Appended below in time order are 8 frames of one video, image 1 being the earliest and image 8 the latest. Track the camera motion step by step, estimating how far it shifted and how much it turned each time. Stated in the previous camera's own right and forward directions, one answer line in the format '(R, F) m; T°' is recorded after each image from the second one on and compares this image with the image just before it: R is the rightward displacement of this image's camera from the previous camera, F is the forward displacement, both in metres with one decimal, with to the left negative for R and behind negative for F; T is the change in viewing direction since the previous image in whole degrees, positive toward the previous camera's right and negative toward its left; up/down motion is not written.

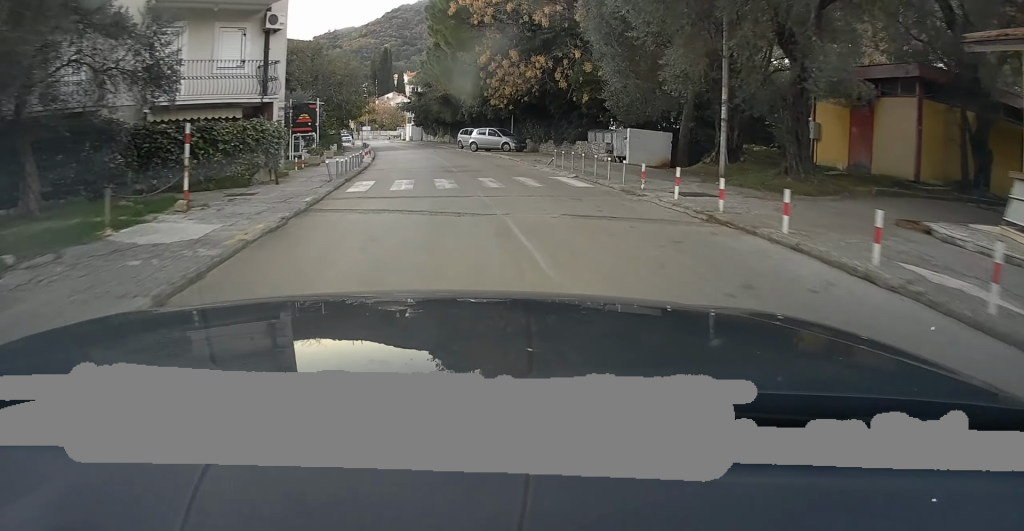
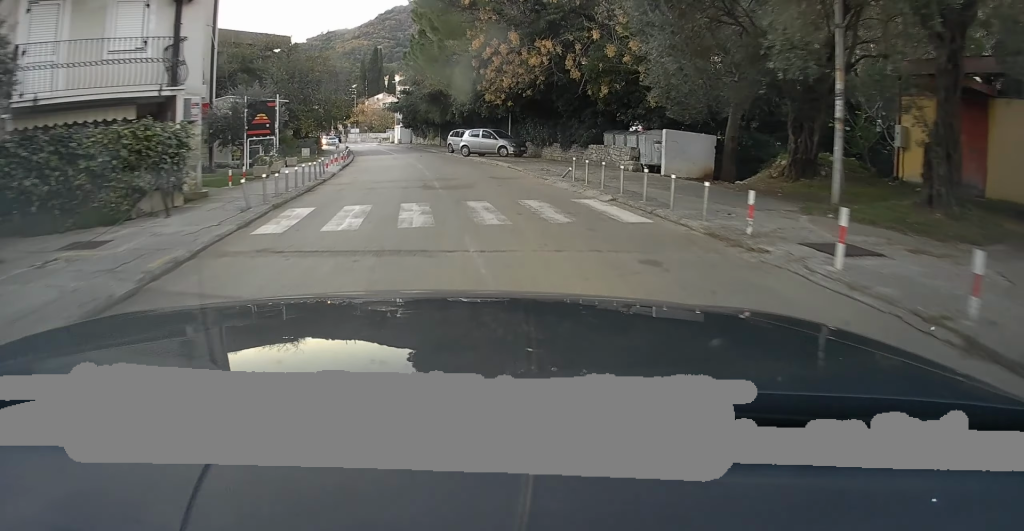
(-0.2, +5.8) m; -2°
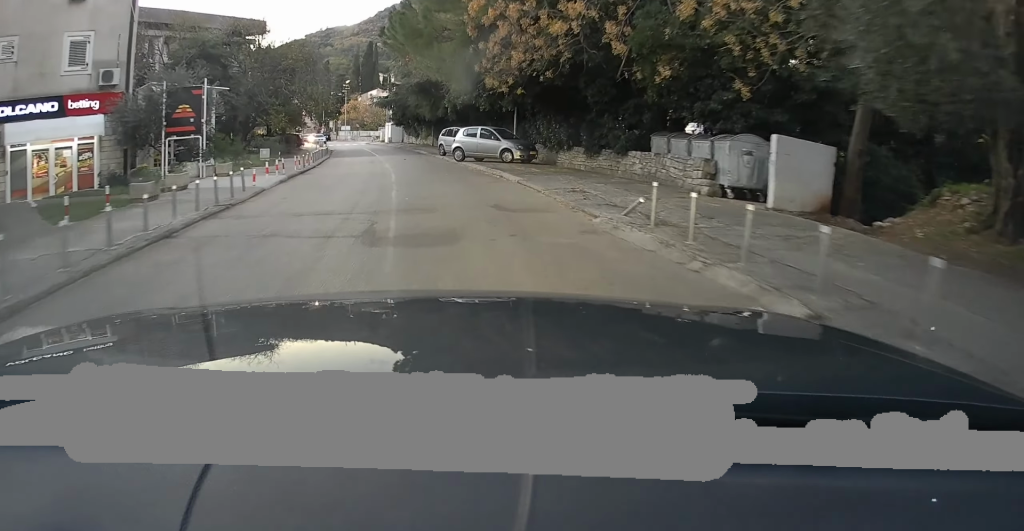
(-0.1, +7.8) m; +1°
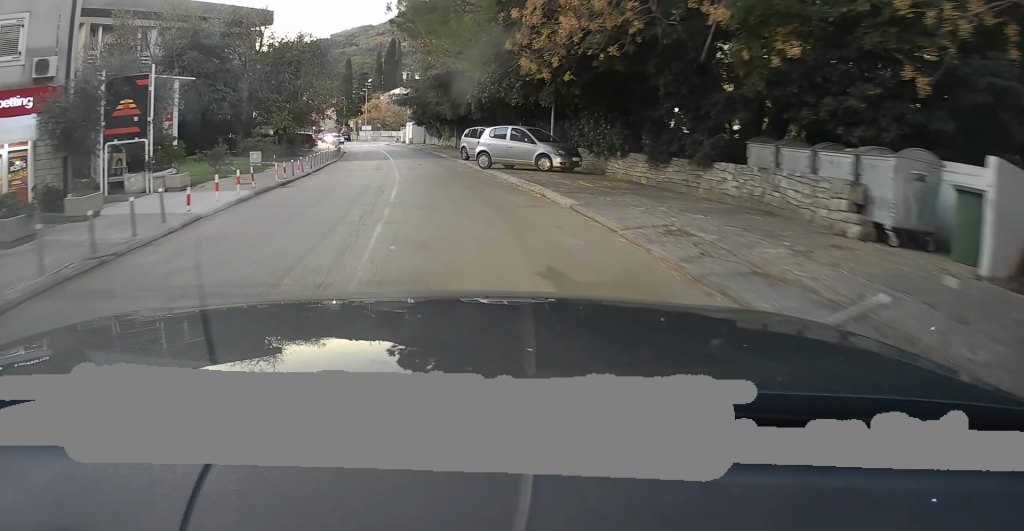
(+0.1, +5.4) m; +1°
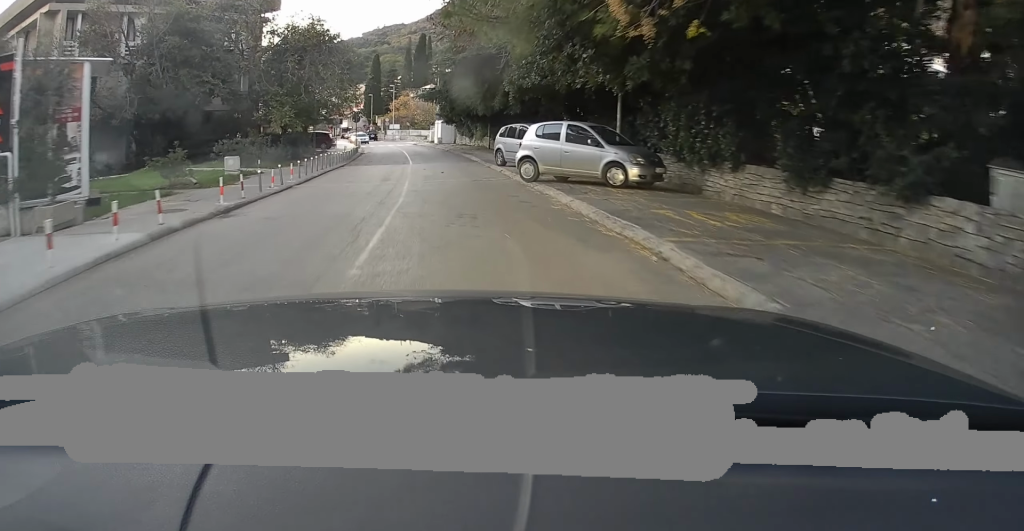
(0.0, +6.6) m; -2°
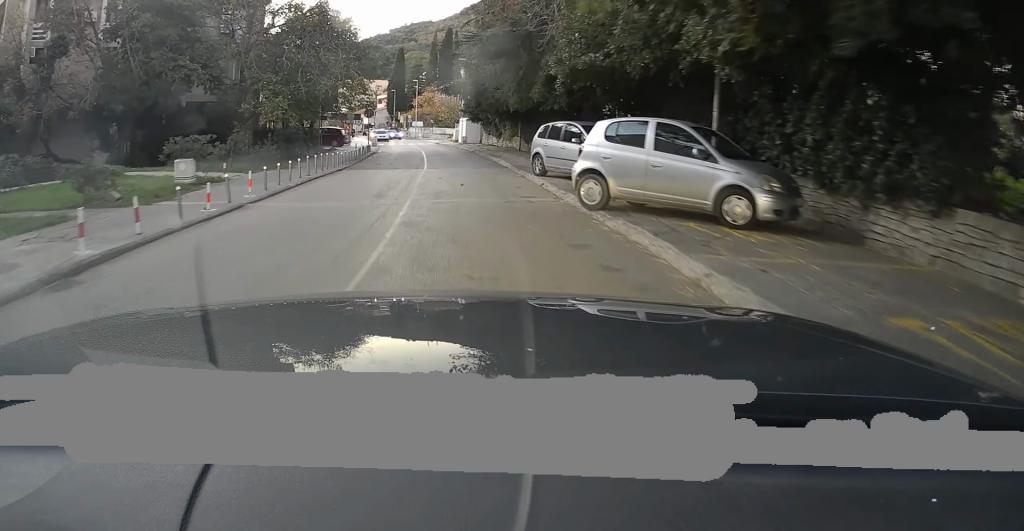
(-0.2, +5.7) m; -2°
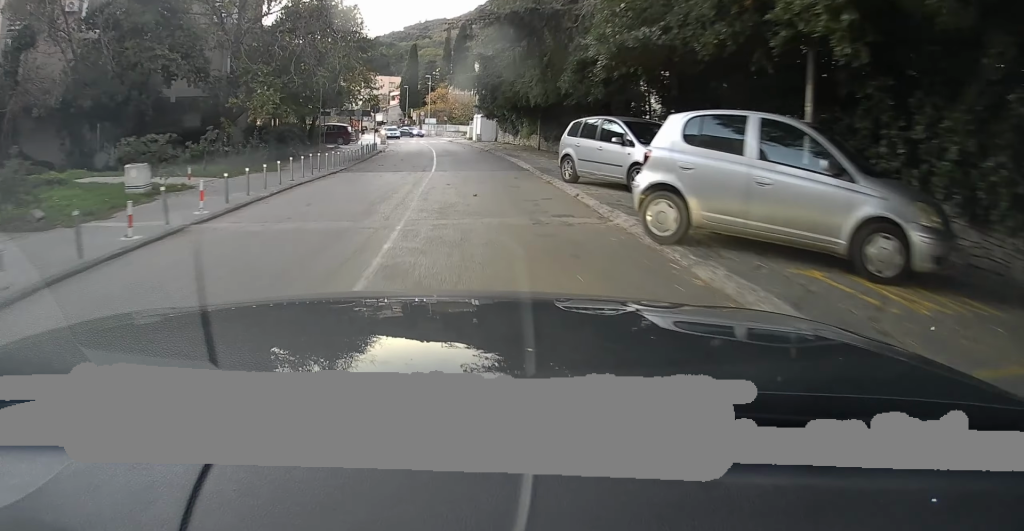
(0.0, +3.2) m; 0°
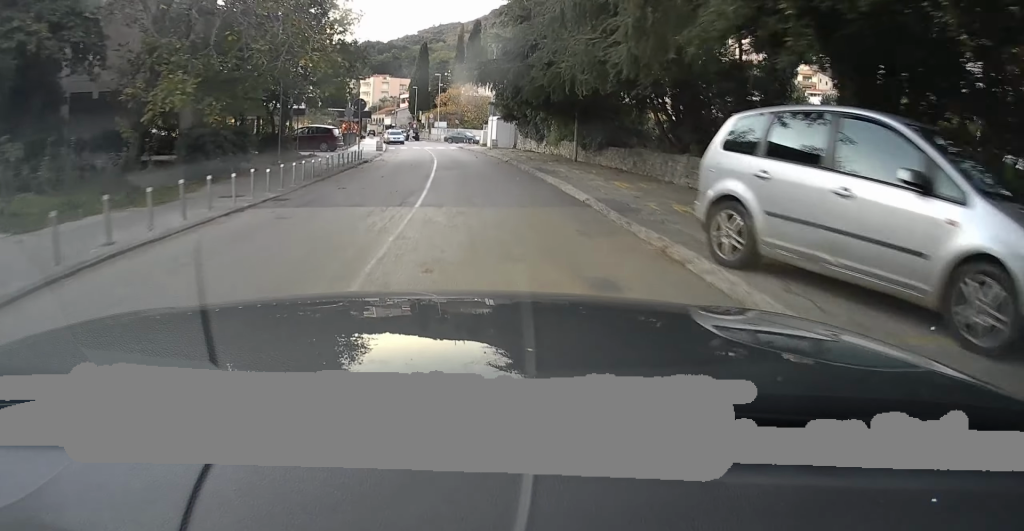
(-0.1, +8.8) m; -1°
